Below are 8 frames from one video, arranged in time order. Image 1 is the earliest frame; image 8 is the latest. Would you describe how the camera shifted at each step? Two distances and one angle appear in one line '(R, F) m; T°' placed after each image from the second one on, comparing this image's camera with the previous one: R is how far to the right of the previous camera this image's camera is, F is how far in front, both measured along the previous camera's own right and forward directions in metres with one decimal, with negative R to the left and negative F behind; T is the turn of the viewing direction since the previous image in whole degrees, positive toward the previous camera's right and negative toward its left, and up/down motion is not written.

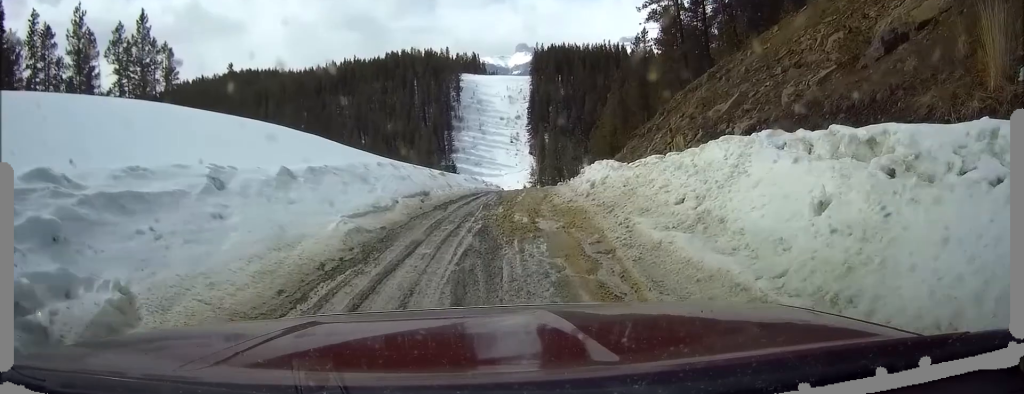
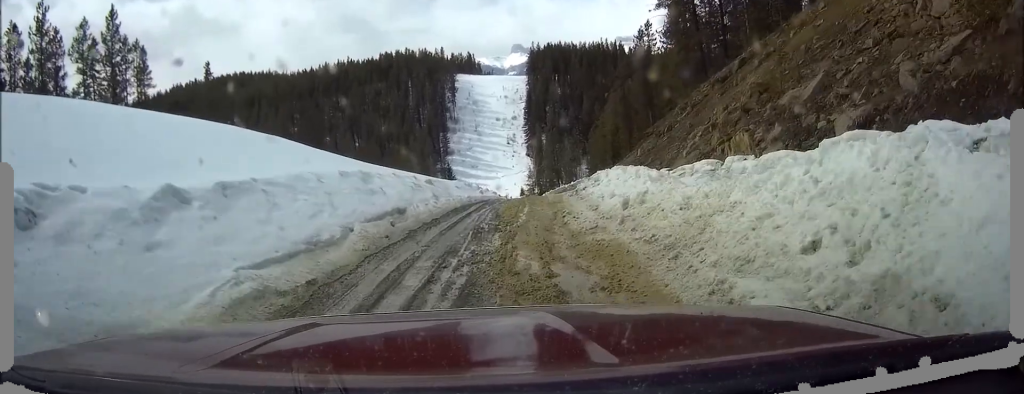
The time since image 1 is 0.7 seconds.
(0.0, +4.0) m; 0°
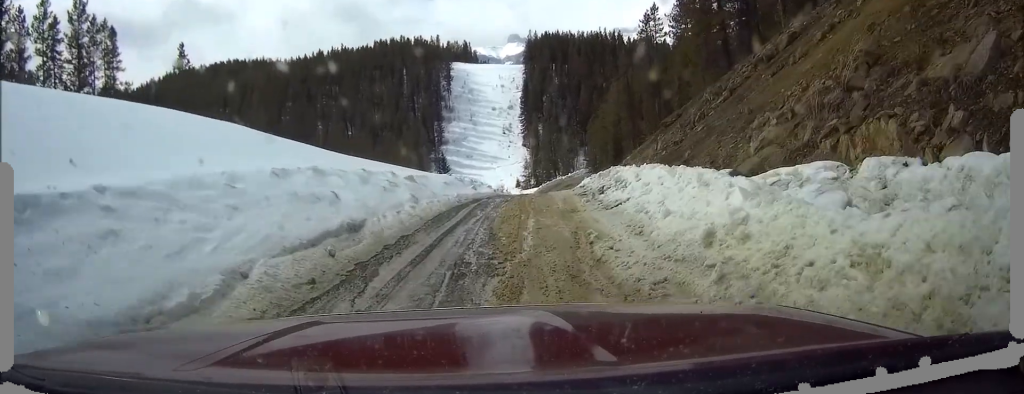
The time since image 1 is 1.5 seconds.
(0.0, +4.3) m; 0°
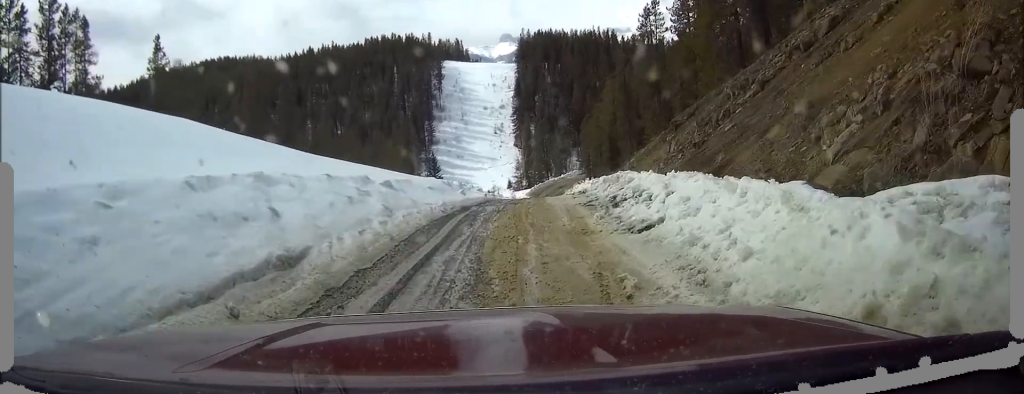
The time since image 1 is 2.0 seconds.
(0.0, +3.1) m; 0°
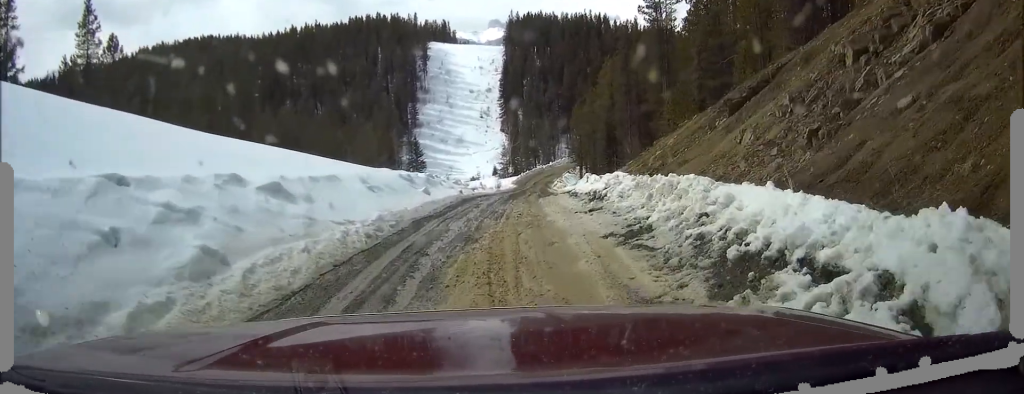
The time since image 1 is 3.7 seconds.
(0.0, +8.8) m; 0°
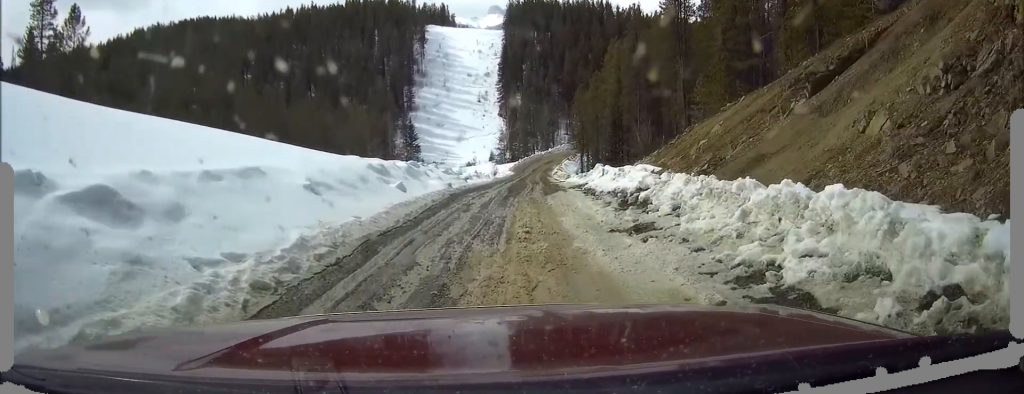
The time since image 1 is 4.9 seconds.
(0.0, +6.0) m; +1°
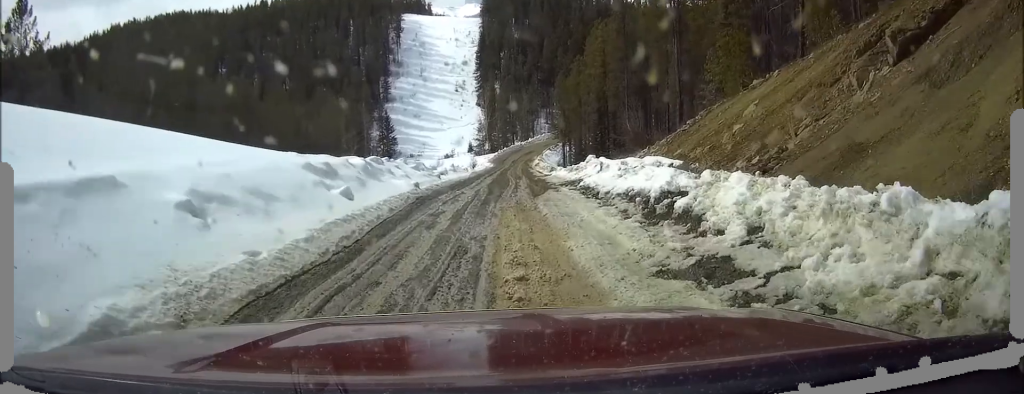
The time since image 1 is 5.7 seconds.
(+0.1, +4.3) m; -1°
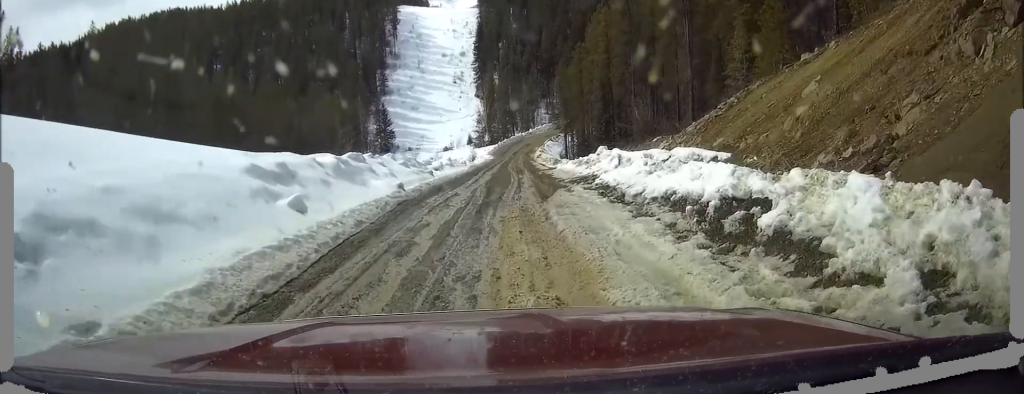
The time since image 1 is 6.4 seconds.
(0.0, +3.5) m; 0°
